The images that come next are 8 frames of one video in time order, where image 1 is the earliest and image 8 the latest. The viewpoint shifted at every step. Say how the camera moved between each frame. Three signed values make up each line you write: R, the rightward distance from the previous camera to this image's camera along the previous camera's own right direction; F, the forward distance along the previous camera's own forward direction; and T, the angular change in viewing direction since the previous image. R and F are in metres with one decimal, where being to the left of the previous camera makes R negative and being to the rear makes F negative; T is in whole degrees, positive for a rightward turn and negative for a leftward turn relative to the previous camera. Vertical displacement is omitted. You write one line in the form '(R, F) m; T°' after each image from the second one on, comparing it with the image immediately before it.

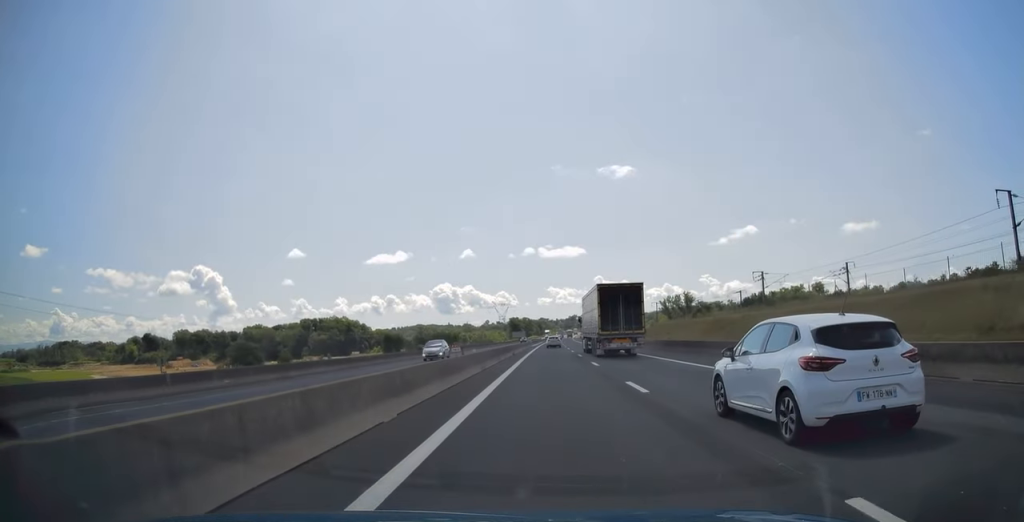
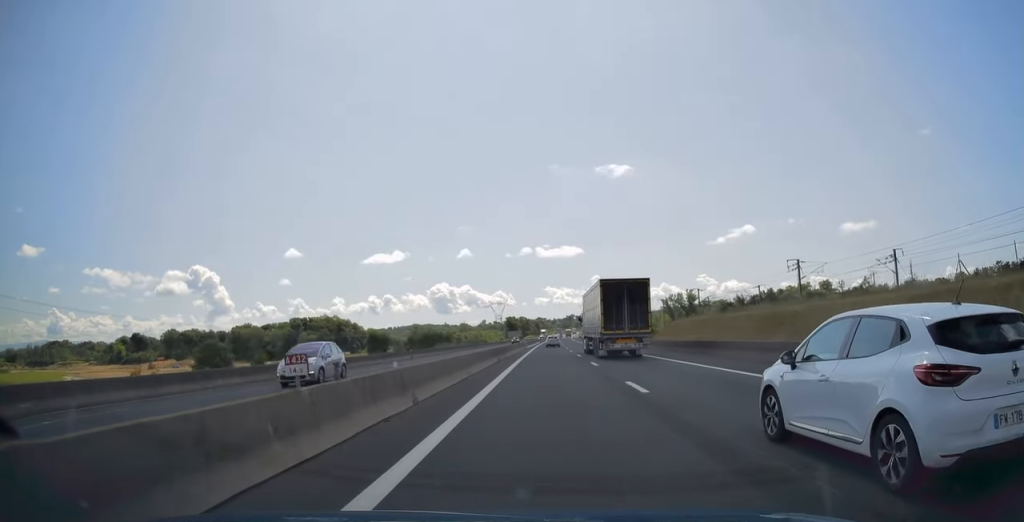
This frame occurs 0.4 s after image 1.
(+0.2, +13.1) m; 0°
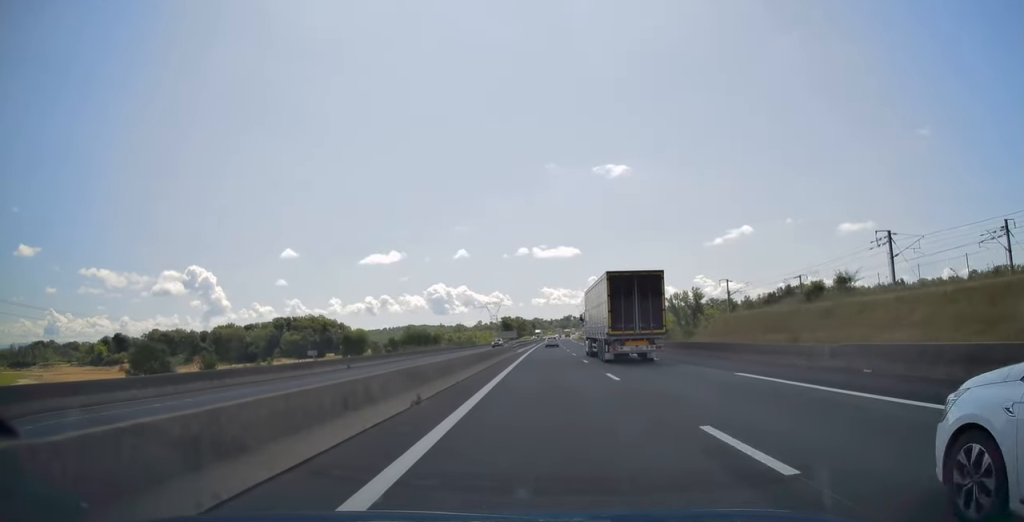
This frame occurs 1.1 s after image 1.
(-0.2, +20.9) m; 0°
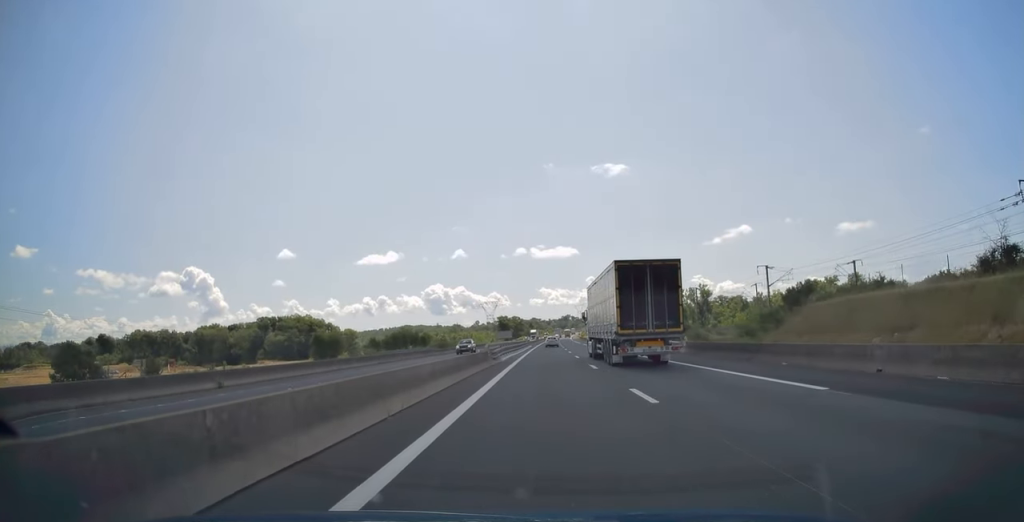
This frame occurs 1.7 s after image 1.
(-0.1, +18.8) m; 0°
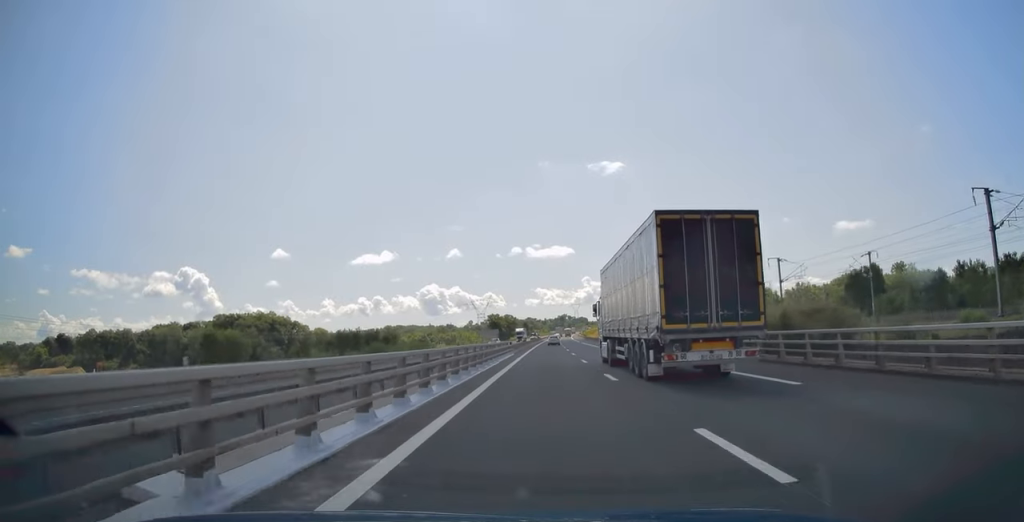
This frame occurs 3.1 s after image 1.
(+0.5, +44.9) m; +1°
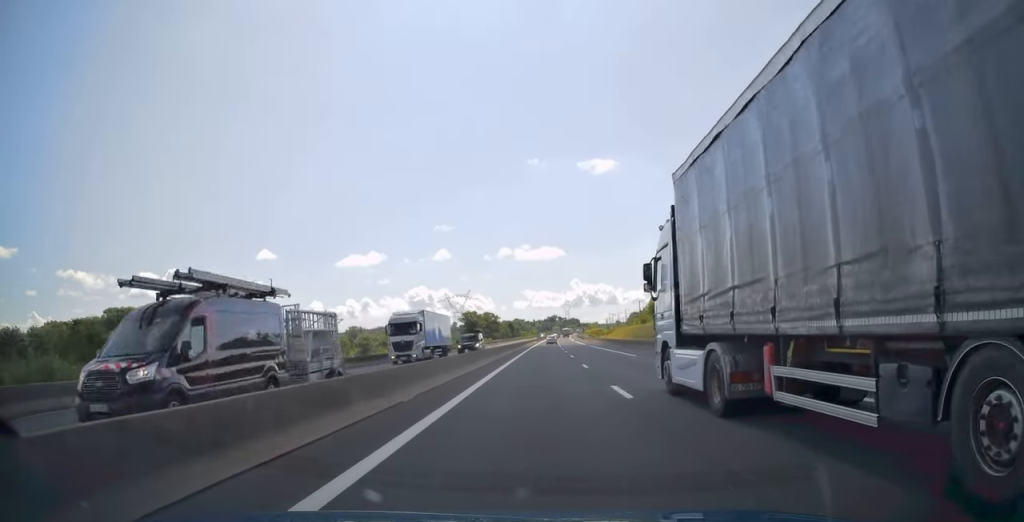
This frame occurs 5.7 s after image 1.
(+0.4, +81.1) m; +1°
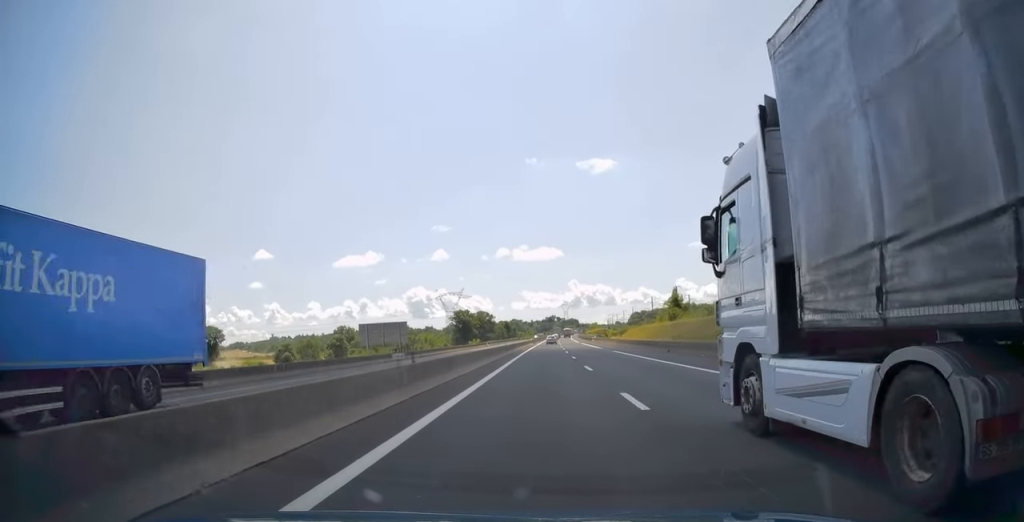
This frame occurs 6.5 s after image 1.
(+0.3, +26.8) m; 0°
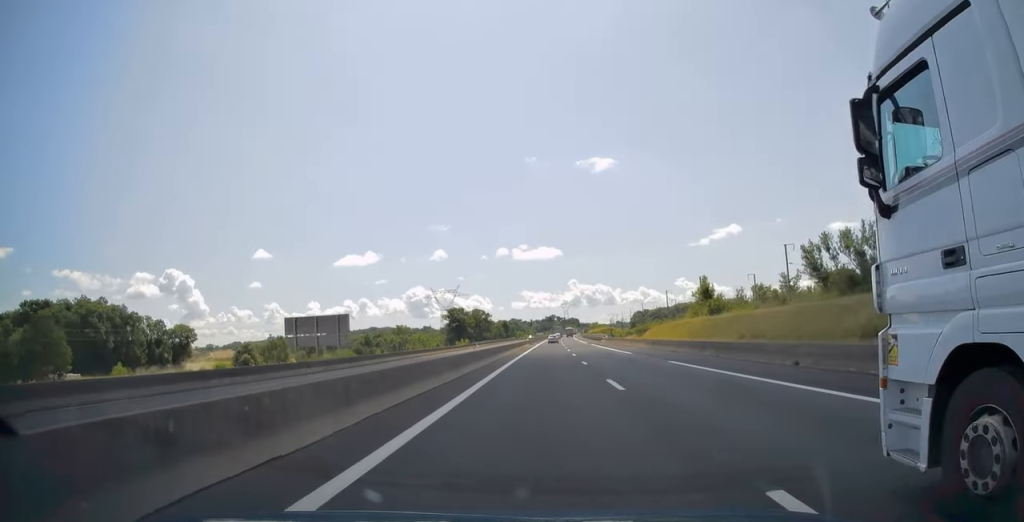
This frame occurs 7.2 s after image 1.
(-0.2, +21.6) m; 0°
